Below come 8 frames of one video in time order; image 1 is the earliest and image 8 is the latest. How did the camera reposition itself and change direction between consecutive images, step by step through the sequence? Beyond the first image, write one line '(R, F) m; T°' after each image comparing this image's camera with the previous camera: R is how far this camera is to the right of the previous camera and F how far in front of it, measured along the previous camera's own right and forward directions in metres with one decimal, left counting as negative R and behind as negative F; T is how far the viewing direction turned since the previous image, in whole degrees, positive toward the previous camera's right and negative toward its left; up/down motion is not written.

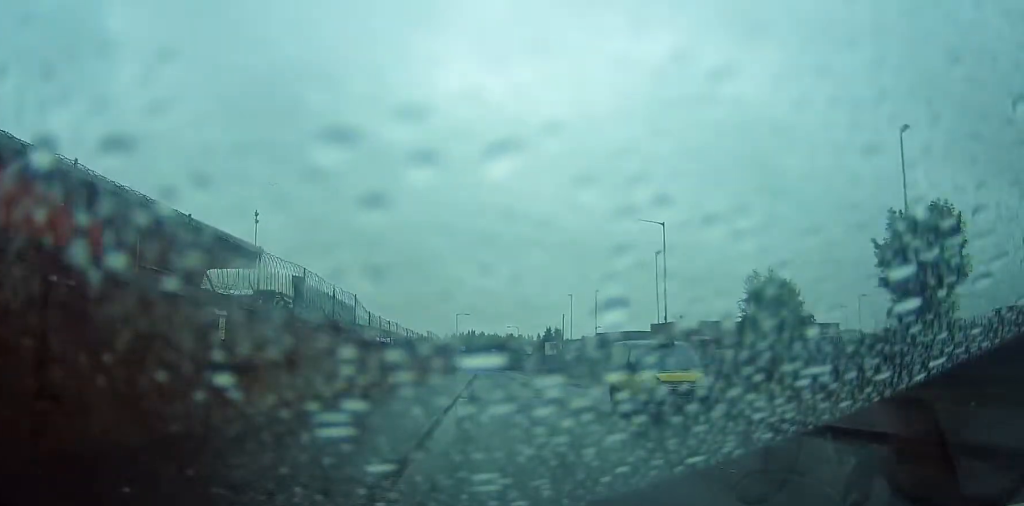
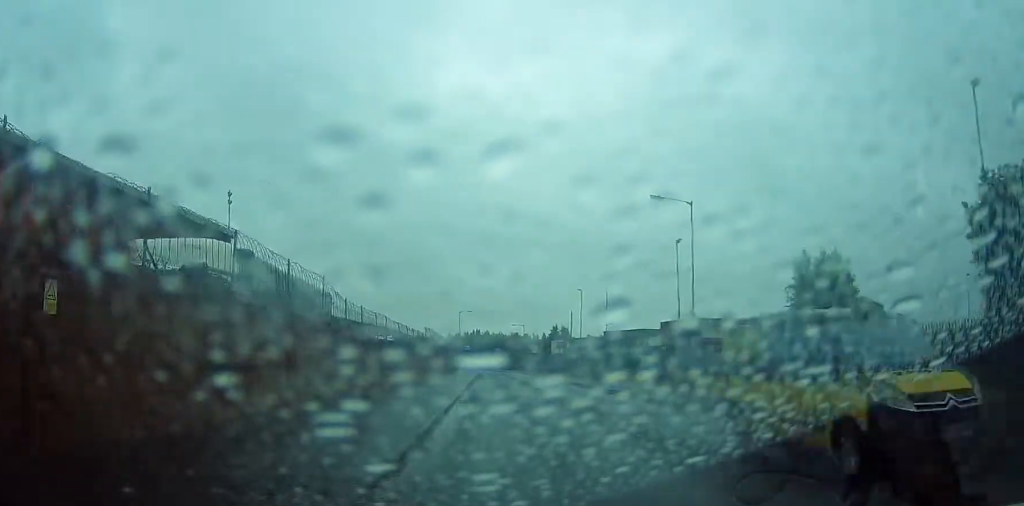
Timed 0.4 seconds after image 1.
(0.0, +4.4) m; 0°
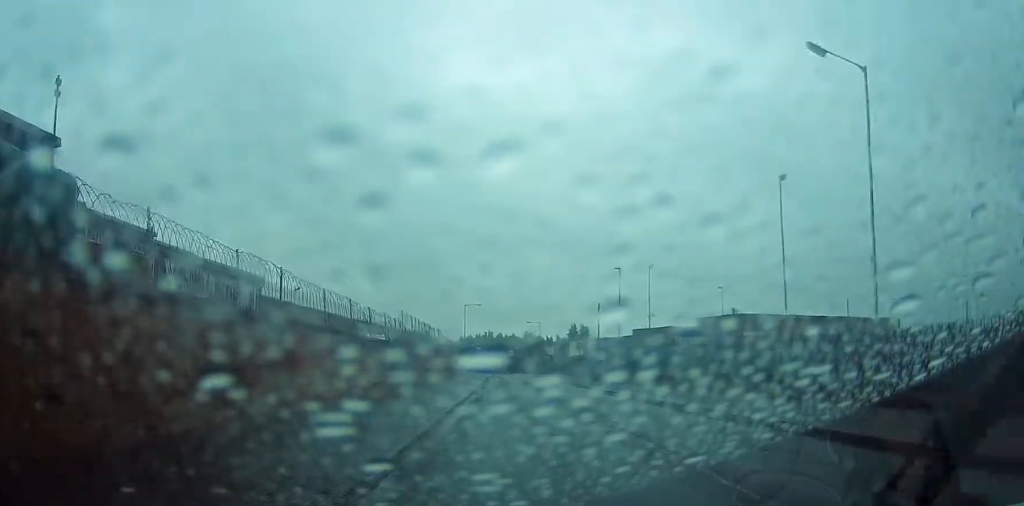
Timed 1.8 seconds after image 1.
(0.0, +15.2) m; -1°
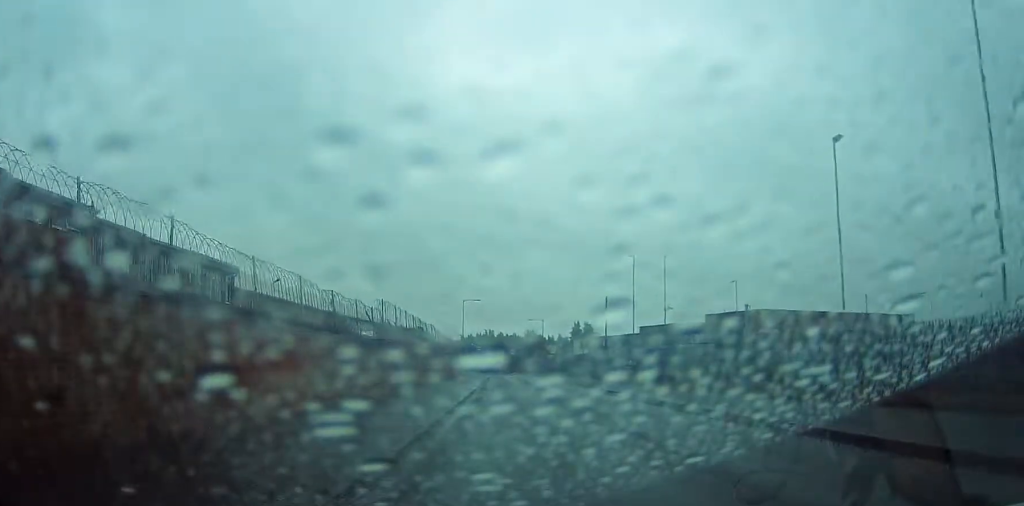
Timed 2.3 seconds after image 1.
(0.0, +5.0) m; 0°
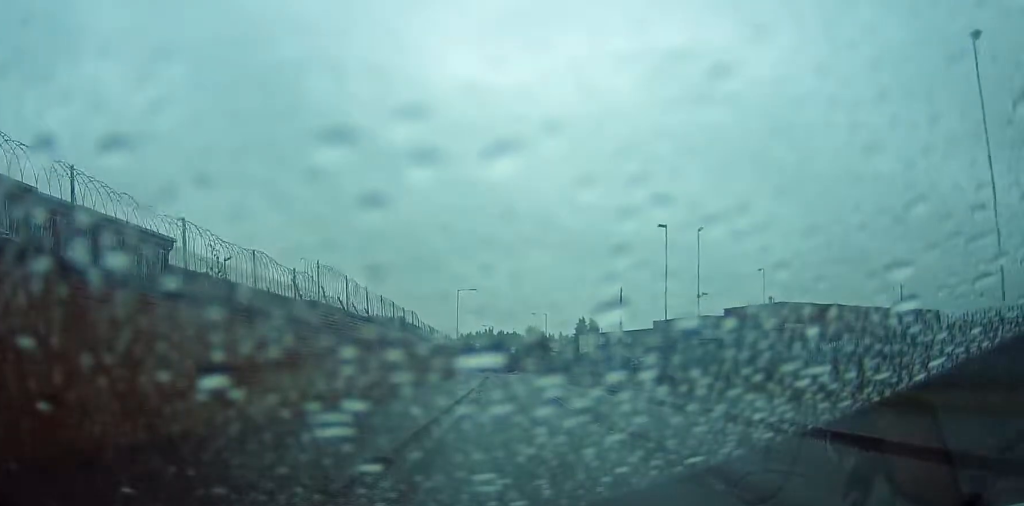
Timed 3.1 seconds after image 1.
(0.0, +8.8) m; 0°
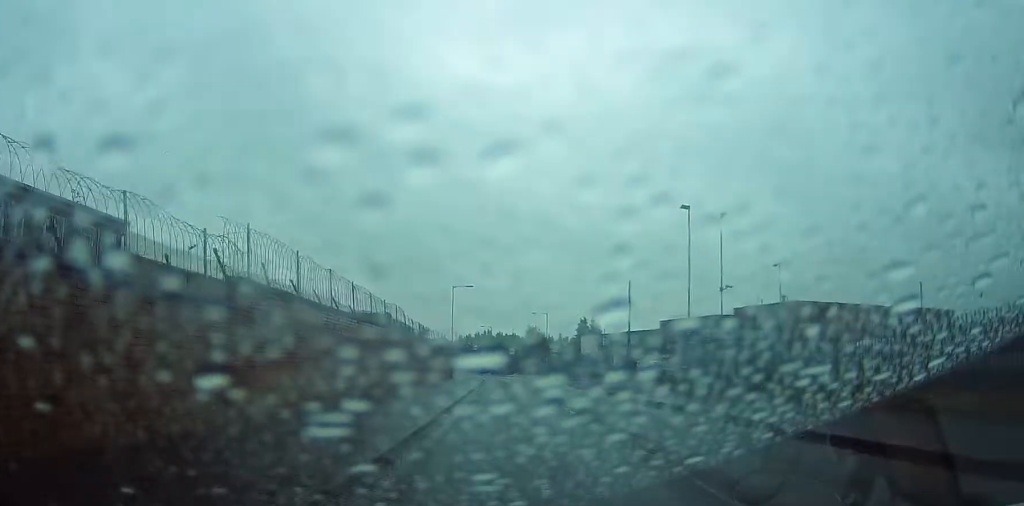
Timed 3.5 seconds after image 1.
(0.0, +4.7) m; 0°
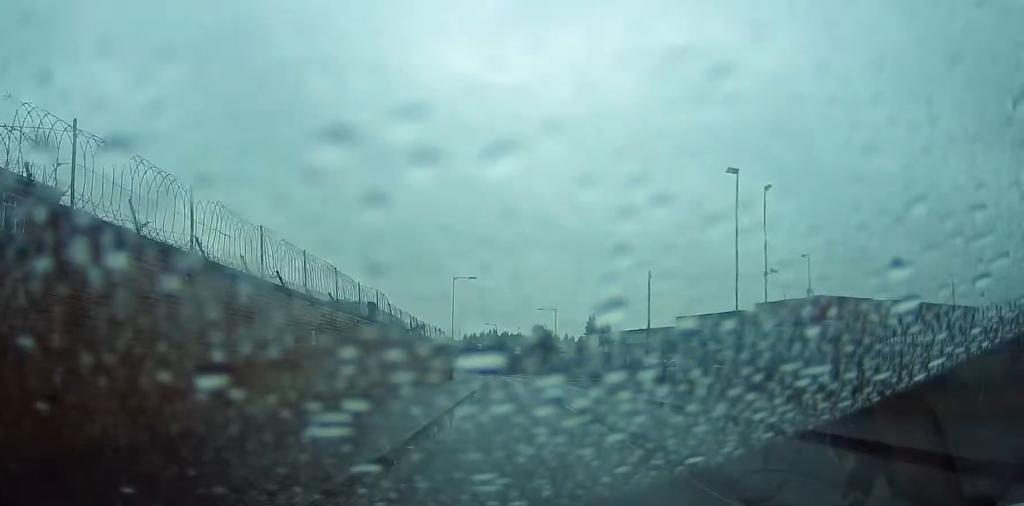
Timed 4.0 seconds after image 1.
(0.0, +5.8) m; 0°
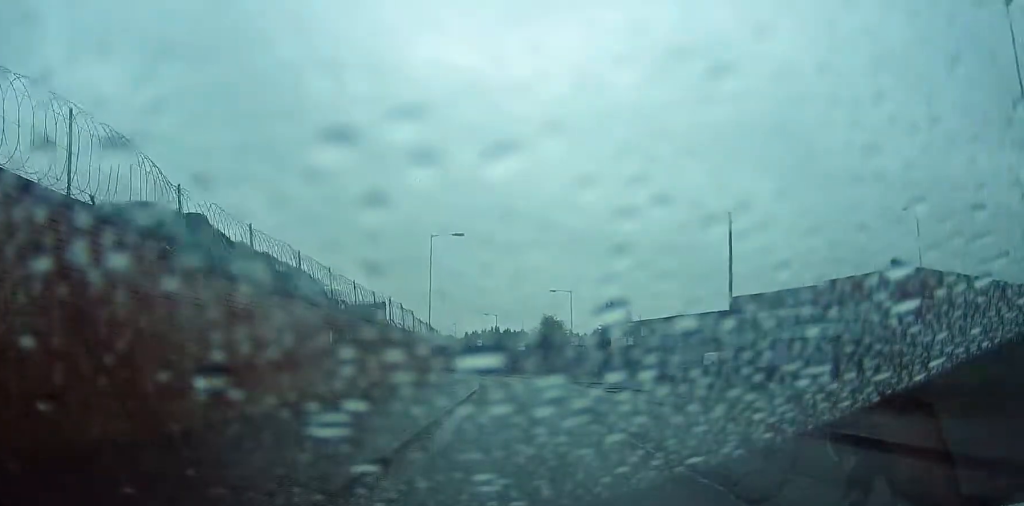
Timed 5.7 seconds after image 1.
(0.0, +18.0) m; -1°
